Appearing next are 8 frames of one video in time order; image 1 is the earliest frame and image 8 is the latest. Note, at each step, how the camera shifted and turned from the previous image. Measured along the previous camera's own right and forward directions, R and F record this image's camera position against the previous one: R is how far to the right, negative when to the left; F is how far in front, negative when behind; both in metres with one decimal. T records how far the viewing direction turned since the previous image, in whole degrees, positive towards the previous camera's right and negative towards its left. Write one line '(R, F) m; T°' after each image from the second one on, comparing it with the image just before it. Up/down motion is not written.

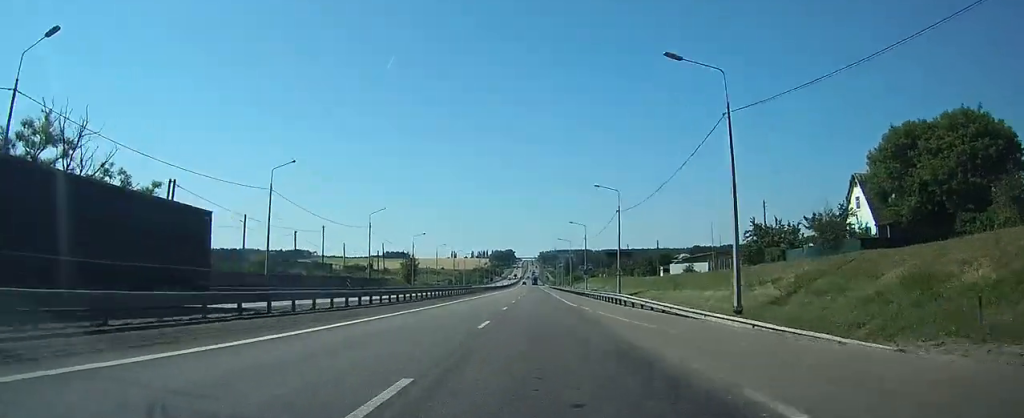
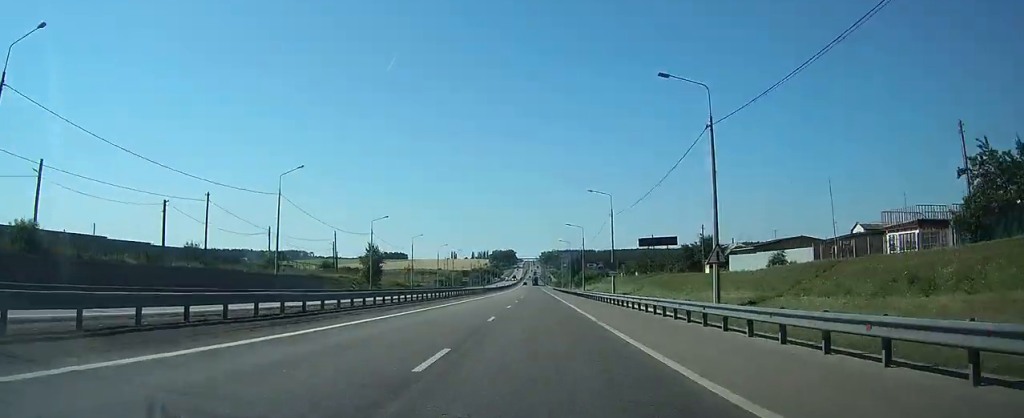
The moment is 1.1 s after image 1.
(+0.1, +33.7) m; 0°
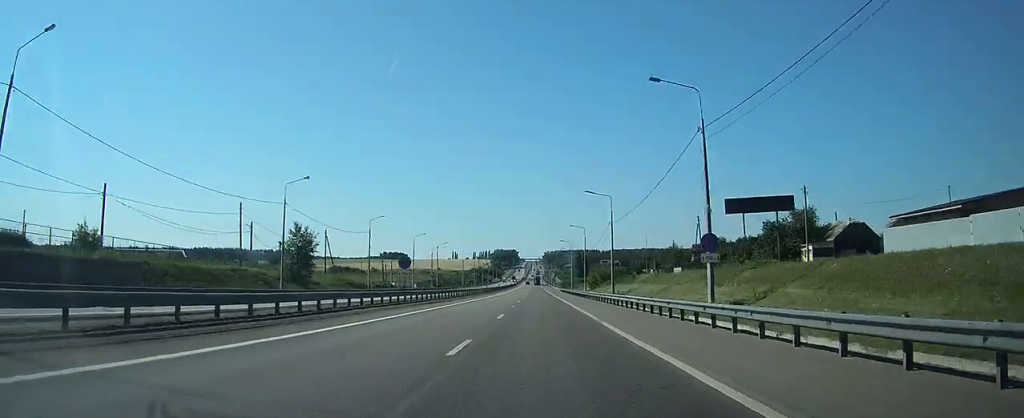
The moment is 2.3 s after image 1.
(0.0, +34.6) m; 0°
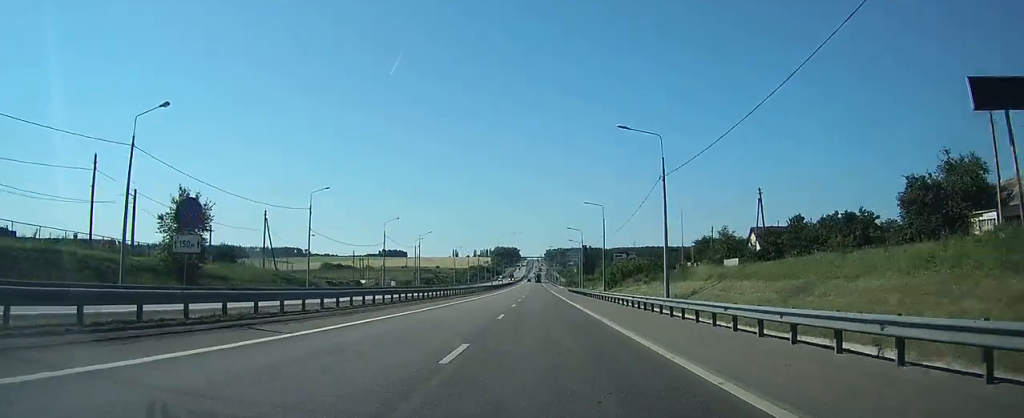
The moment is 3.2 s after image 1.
(0.0, +25.5) m; 0°
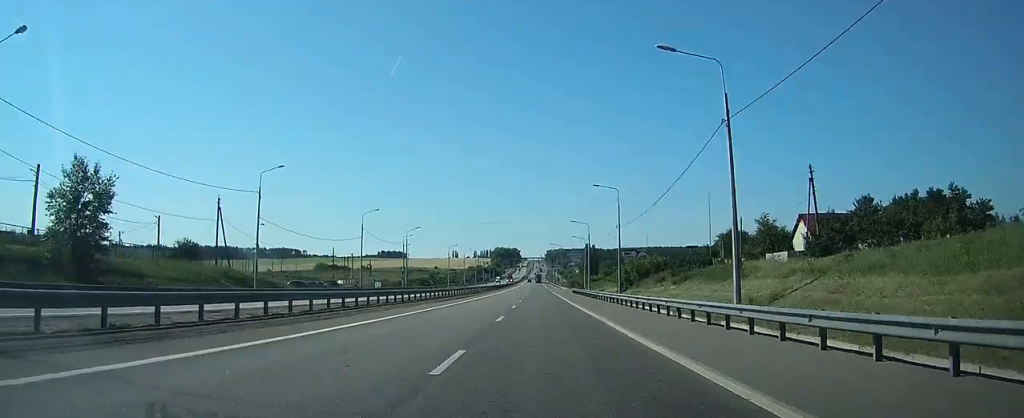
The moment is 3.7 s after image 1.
(0.0, +13.1) m; 0°
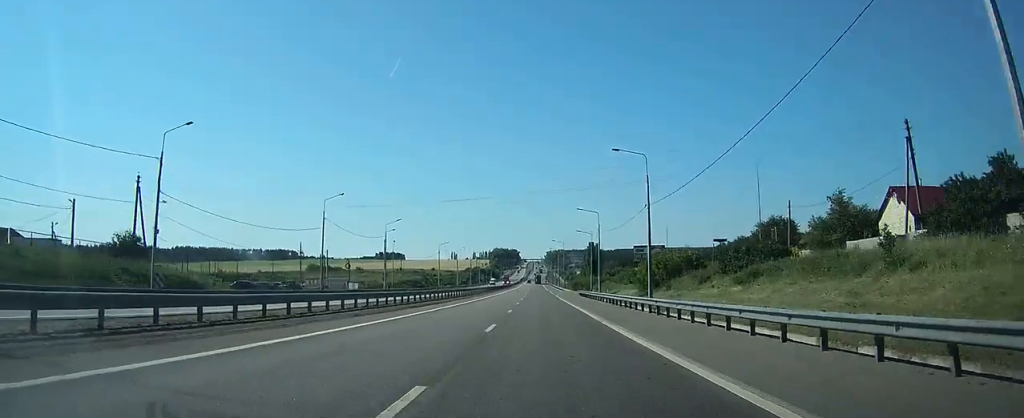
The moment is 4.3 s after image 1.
(0.0, +16.0) m; 0°
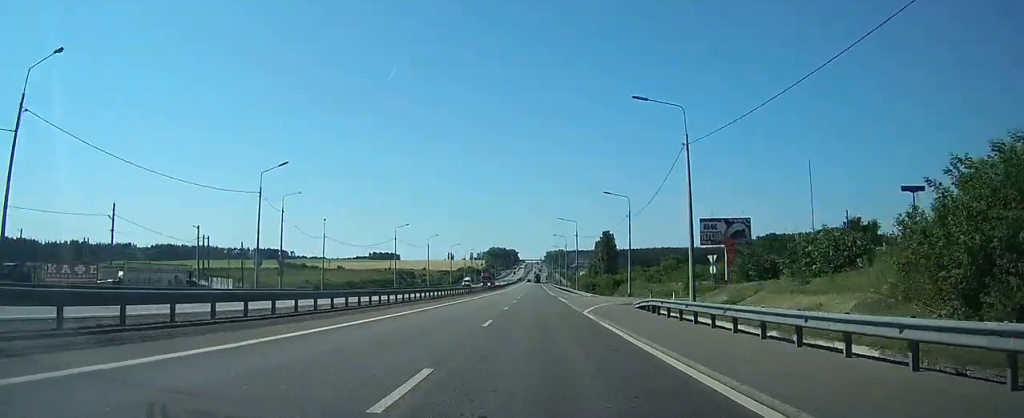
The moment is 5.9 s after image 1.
(-0.1, +47.0) m; 0°
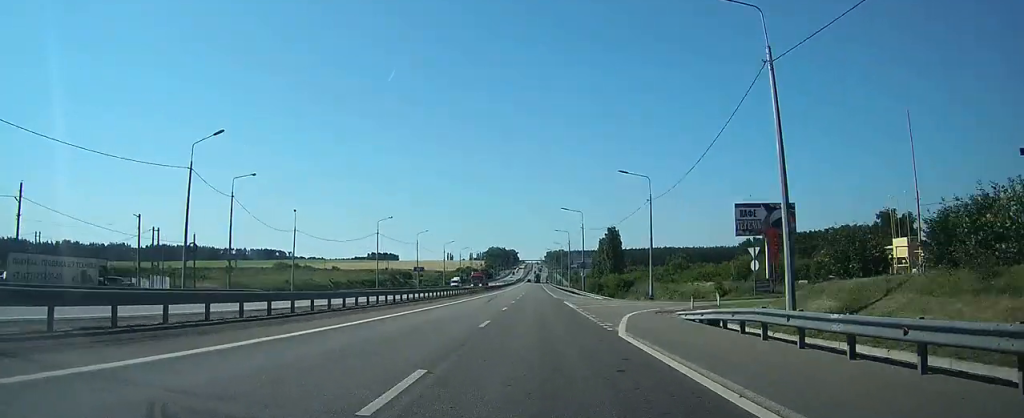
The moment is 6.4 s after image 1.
(0.0, +12.2) m; 0°
